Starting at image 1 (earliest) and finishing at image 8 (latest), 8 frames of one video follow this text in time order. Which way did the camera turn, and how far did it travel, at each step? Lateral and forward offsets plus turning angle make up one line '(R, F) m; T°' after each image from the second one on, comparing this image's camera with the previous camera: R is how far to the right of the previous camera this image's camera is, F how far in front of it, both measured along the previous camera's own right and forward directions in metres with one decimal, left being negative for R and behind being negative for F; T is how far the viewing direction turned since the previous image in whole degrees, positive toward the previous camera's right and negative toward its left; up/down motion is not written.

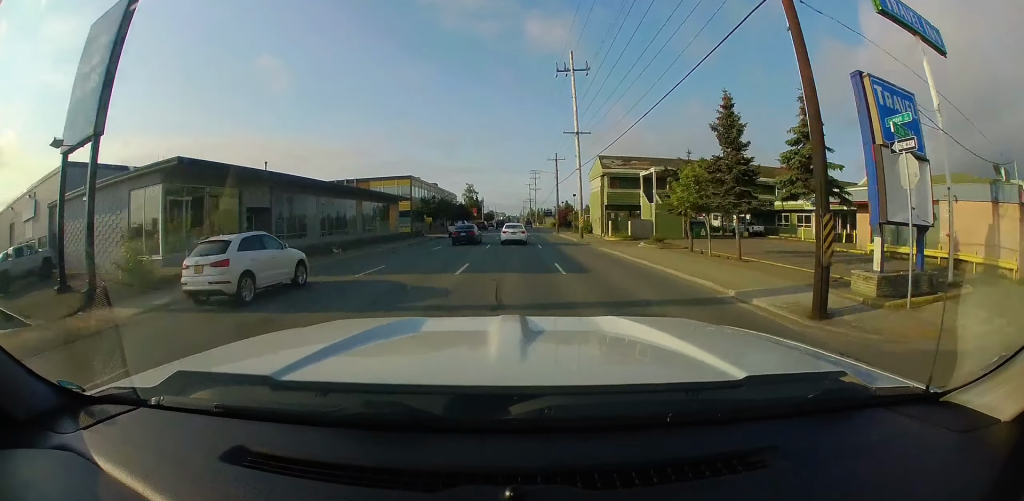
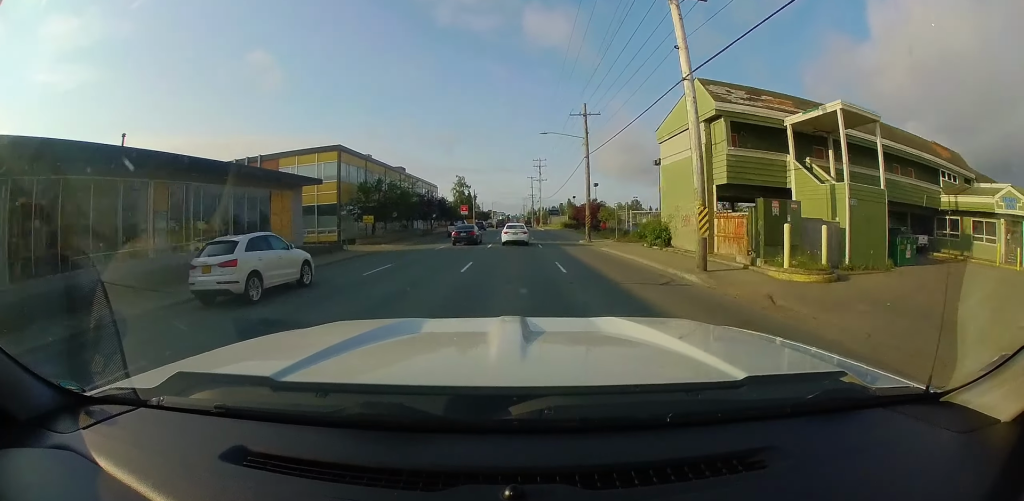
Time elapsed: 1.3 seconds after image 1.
(+0.3, +23.5) m; 0°
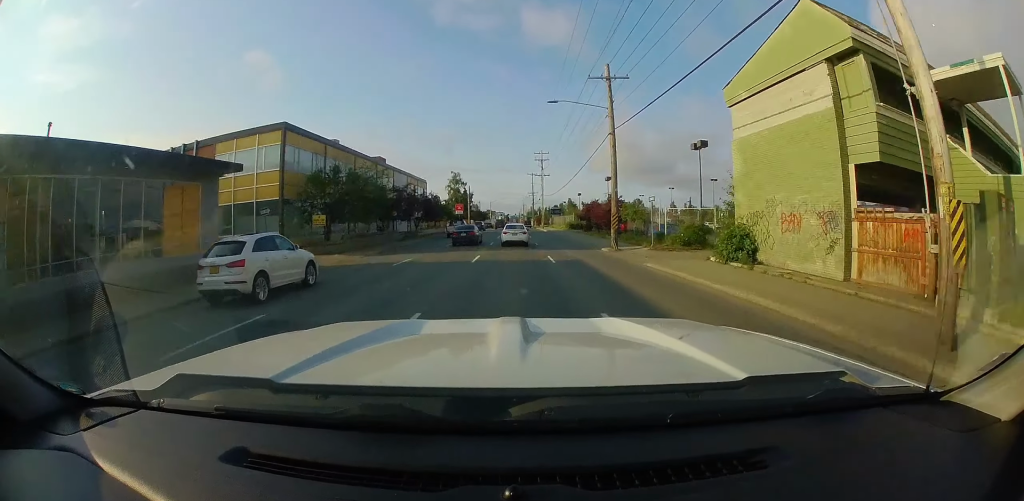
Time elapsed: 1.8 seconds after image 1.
(0.0, +8.8) m; 0°
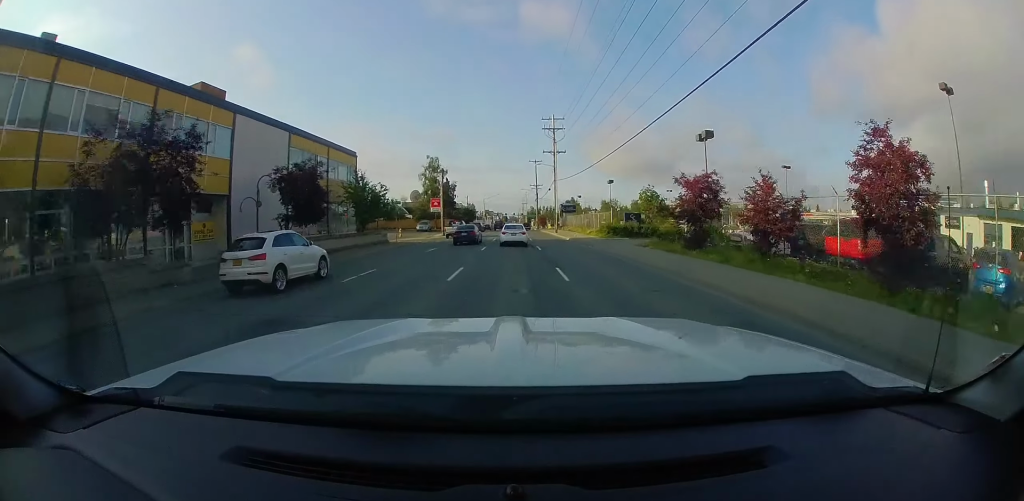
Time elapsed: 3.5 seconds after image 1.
(+0.7, +29.4) m; +2°
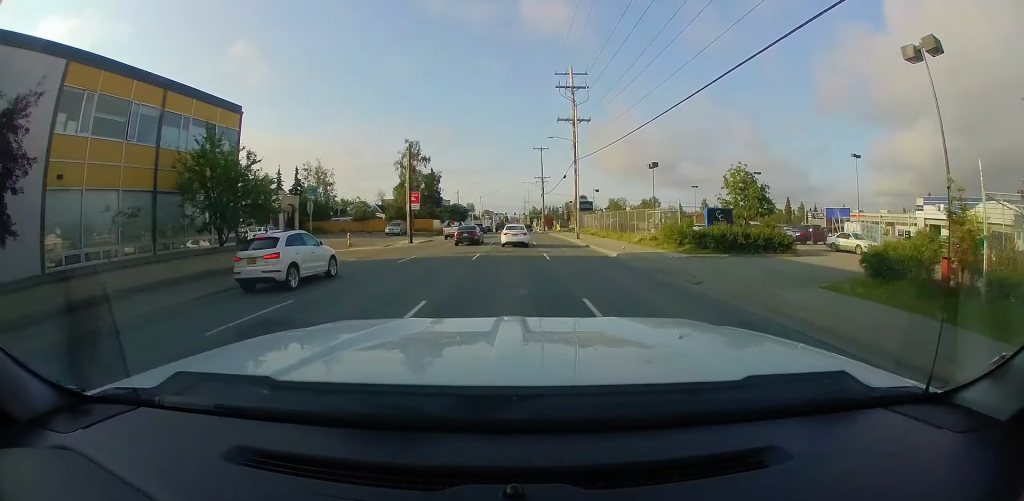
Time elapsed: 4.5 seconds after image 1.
(-0.3, +17.7) m; -1°
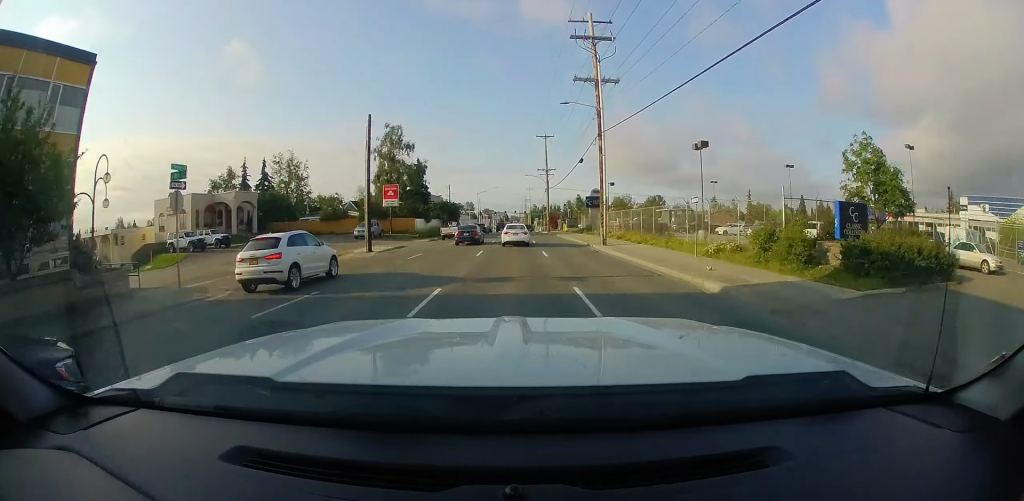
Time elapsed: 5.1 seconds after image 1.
(-0.1, +11.2) m; 0°
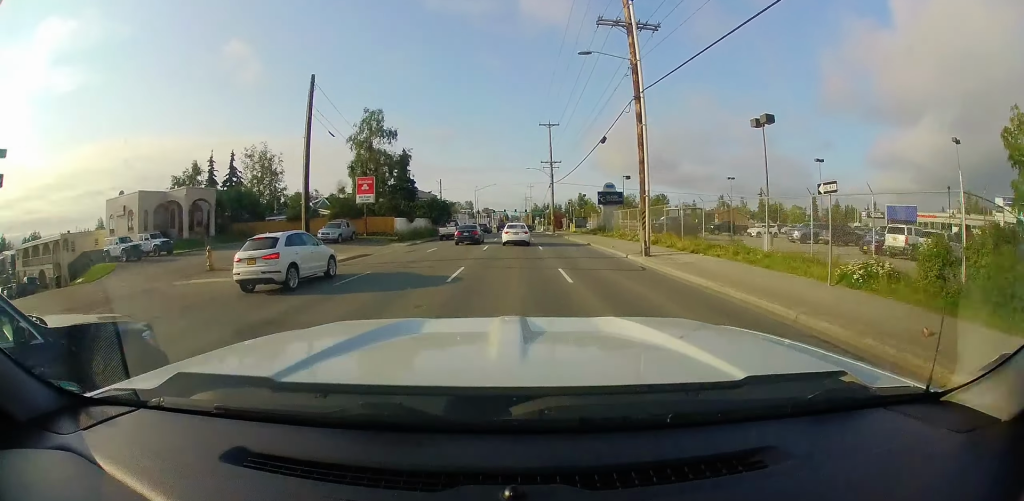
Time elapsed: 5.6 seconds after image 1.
(0.0, +8.3) m; 0°
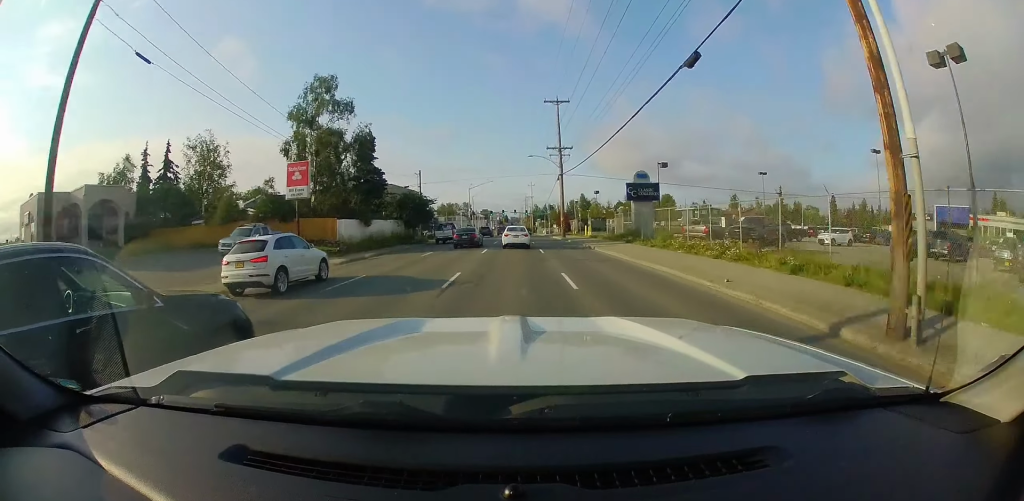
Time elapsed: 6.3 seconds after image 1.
(0.0, +13.0) m; -1°
